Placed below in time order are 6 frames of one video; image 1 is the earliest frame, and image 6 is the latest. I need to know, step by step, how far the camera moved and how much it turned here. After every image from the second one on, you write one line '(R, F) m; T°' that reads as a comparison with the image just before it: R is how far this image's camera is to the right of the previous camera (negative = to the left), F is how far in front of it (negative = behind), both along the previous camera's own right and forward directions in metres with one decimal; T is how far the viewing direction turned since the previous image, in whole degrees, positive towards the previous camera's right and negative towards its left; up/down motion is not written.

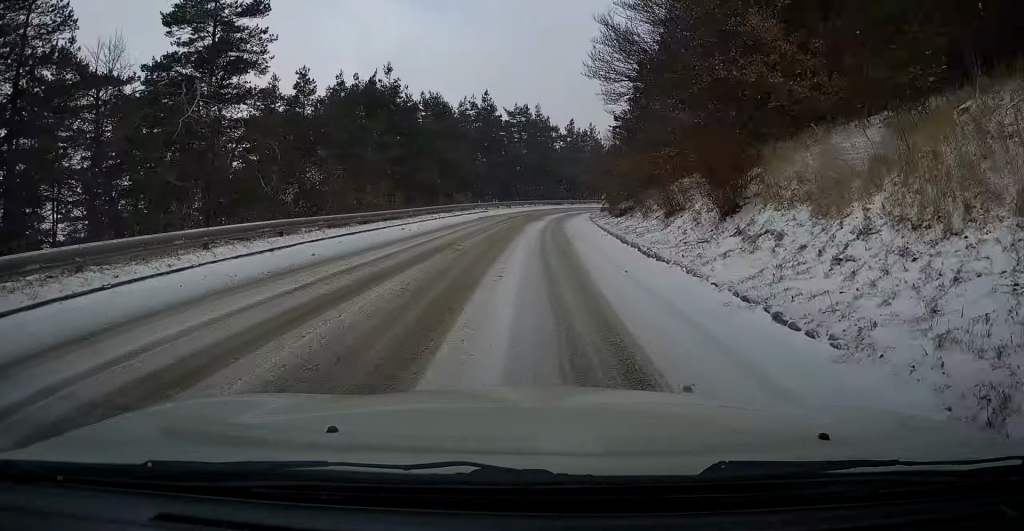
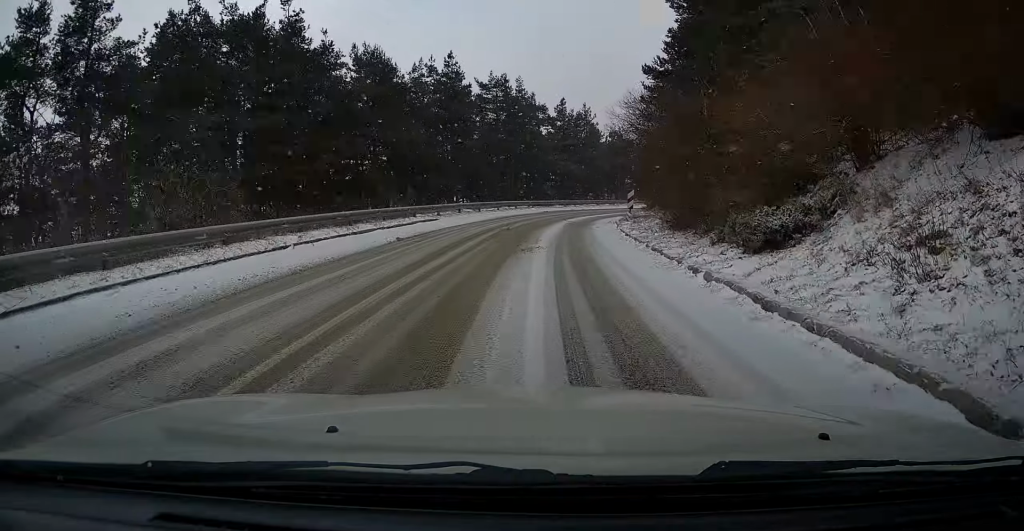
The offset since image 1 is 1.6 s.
(+0.5, +19.5) m; +3°
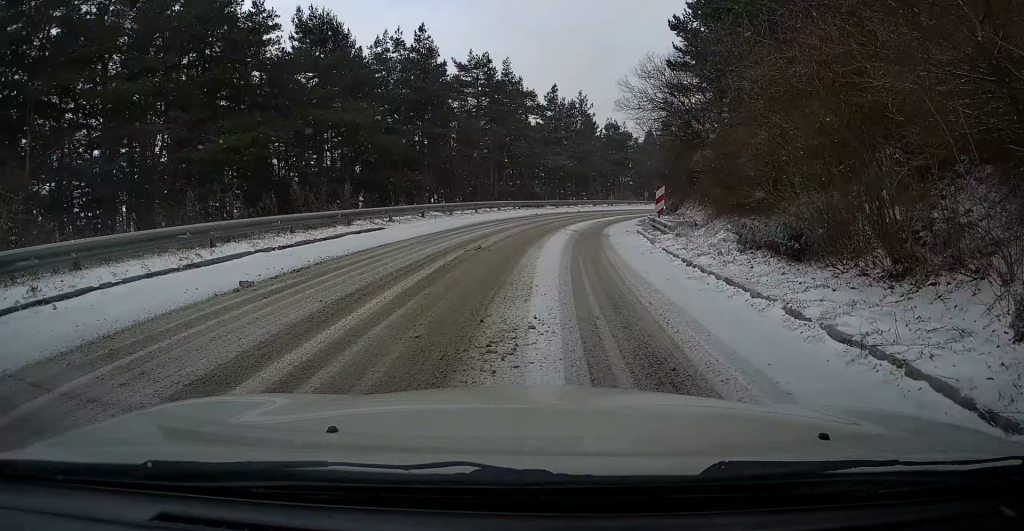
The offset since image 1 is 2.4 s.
(-0.1, +8.9) m; +1°
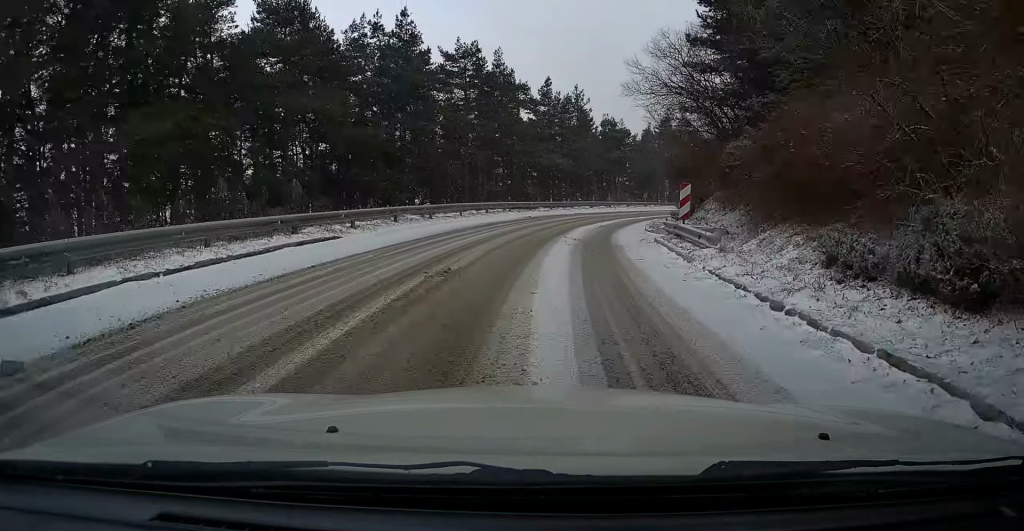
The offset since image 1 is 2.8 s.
(0.0, +4.3) m; +1°
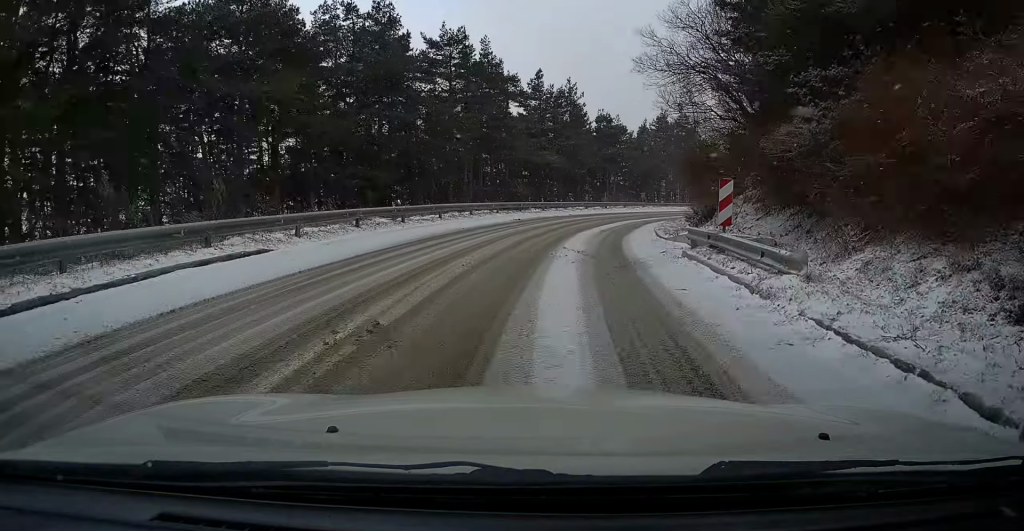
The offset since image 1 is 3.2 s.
(+0.1, +4.2) m; +1°
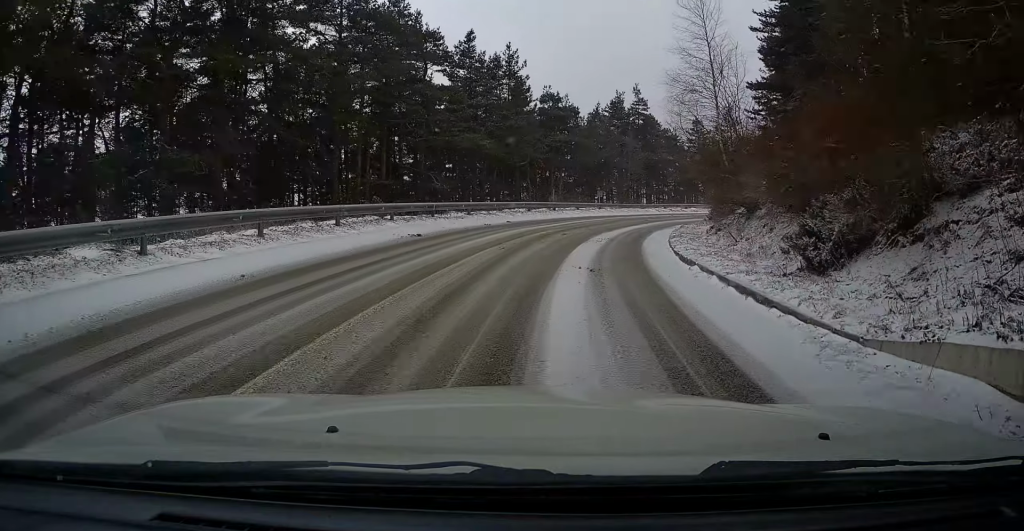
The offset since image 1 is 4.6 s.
(+0.4, +13.7) m; +5°
